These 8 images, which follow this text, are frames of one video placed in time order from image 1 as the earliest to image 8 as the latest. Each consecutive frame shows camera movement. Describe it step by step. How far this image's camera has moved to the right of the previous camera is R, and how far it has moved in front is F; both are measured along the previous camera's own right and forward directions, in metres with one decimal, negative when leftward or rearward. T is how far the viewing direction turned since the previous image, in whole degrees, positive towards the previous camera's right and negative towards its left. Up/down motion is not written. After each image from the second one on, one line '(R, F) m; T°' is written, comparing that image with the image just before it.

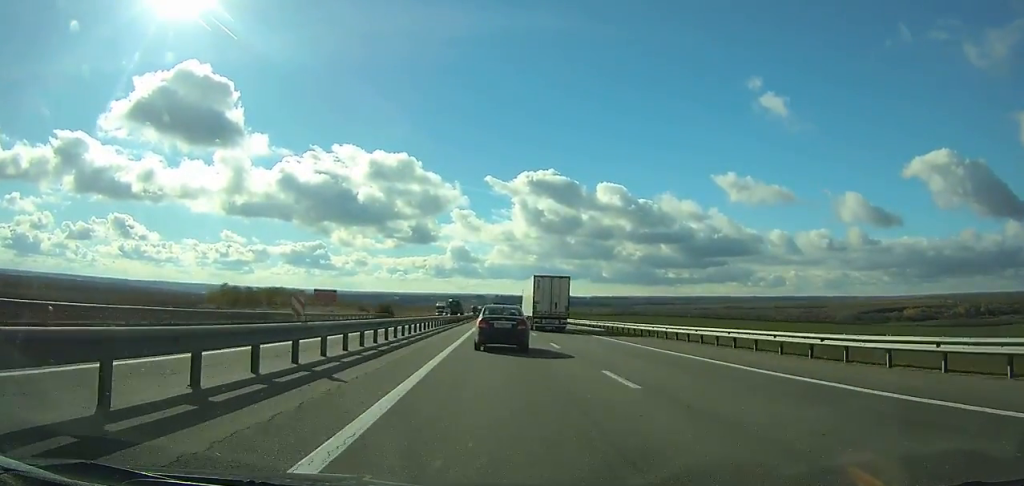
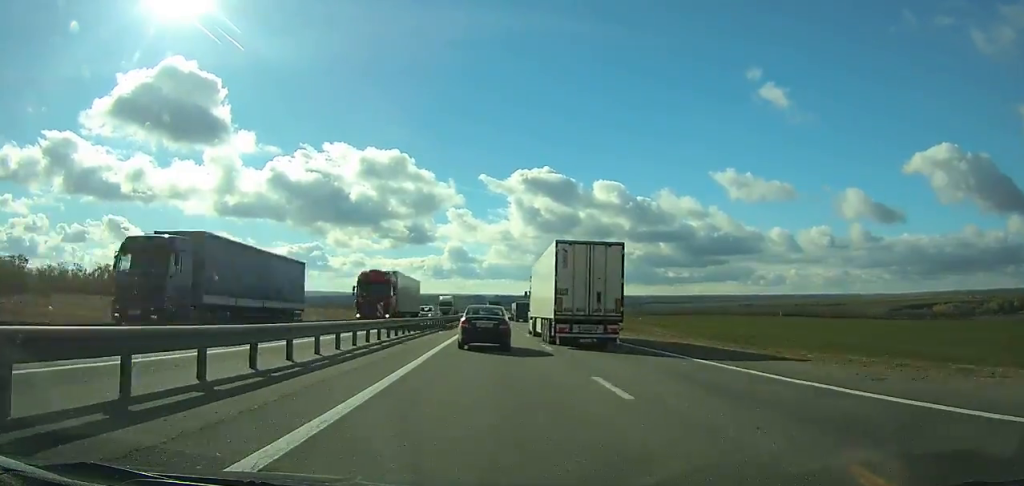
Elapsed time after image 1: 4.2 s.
(0.0, +108.9) m; 0°
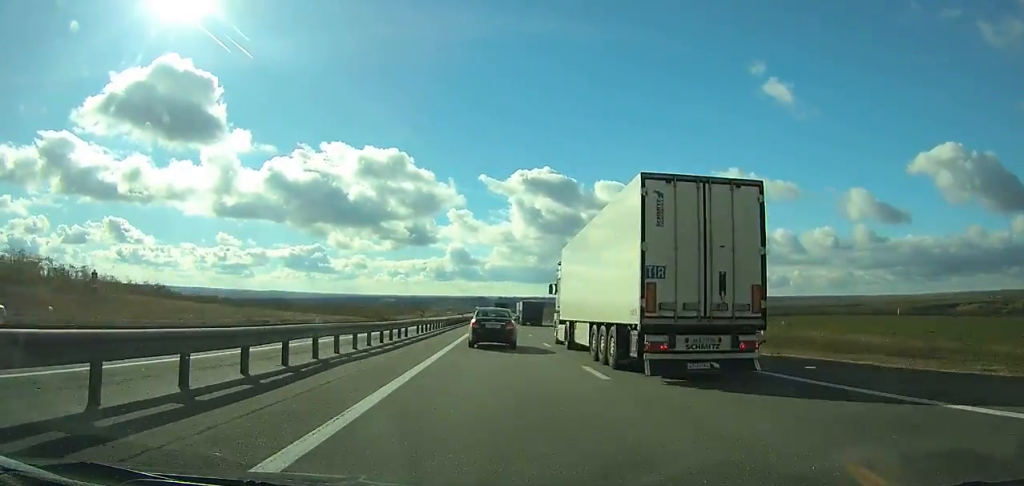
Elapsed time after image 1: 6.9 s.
(-0.3, +69.4) m; 0°
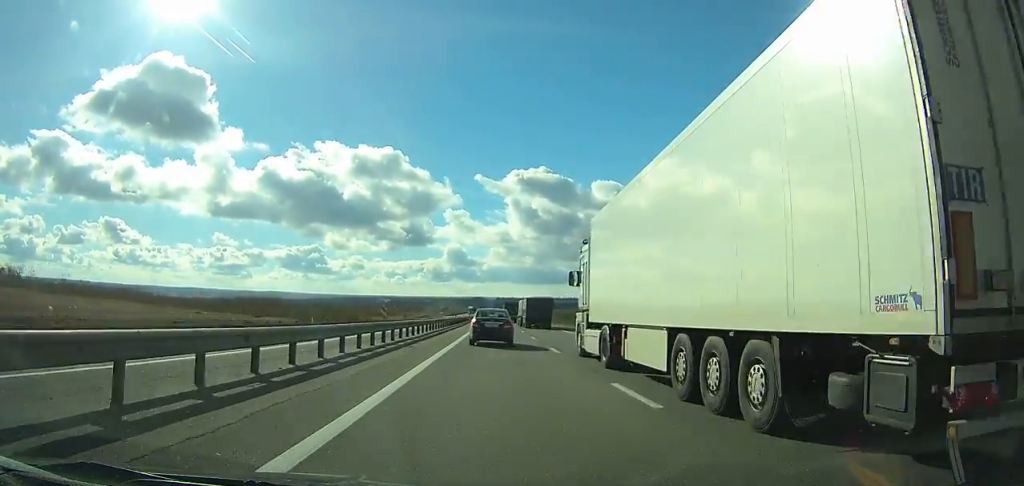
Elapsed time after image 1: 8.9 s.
(-0.1, +51.1) m; 0°
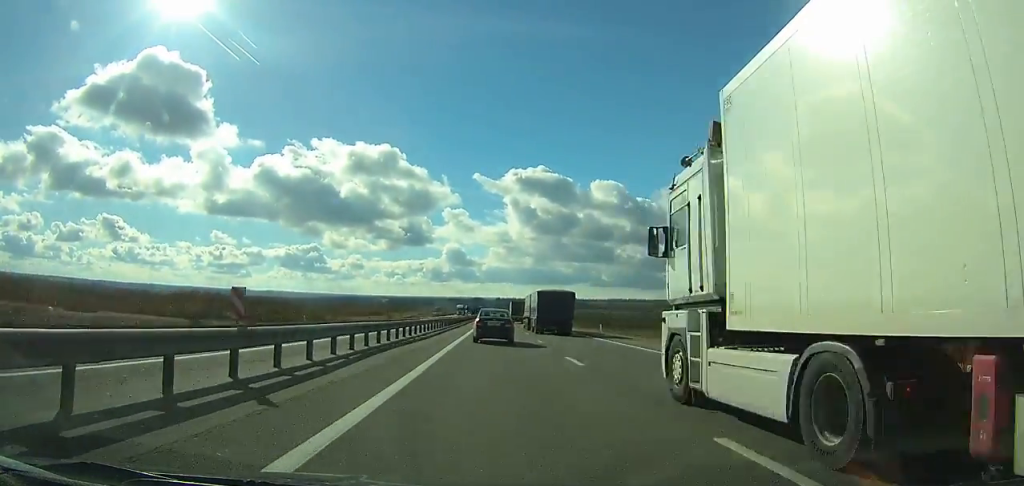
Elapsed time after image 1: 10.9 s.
(0.0, +50.9) m; 0°
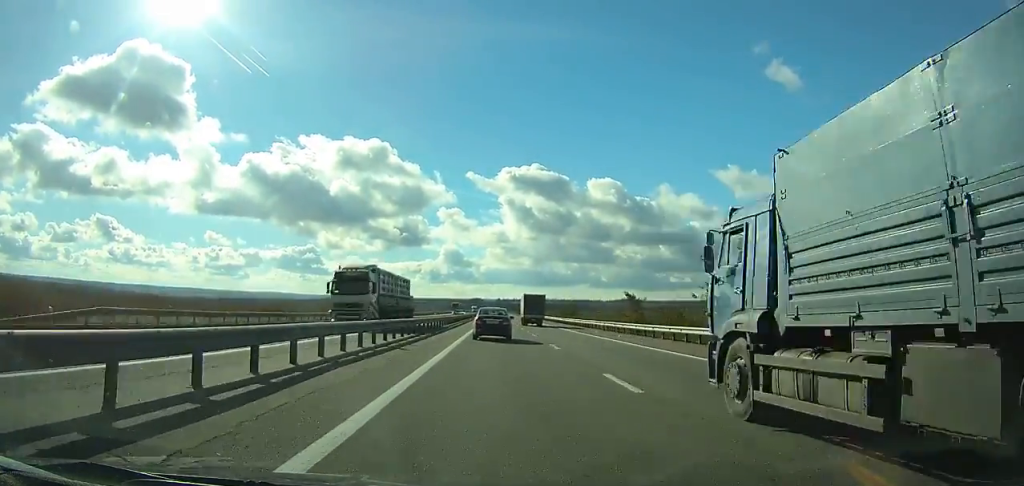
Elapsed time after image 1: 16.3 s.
(+0.1, +135.7) m; 0°
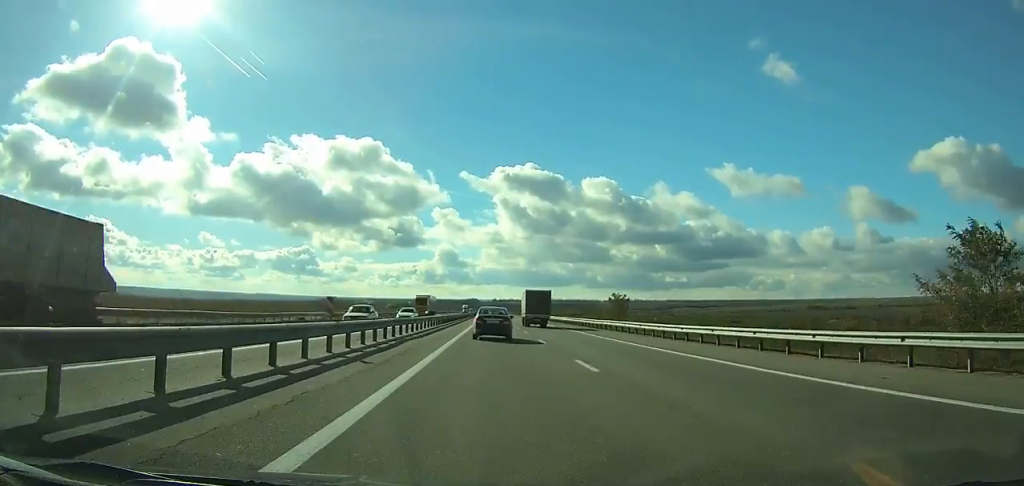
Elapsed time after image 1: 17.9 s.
(0.0, +41.5) m; 0°
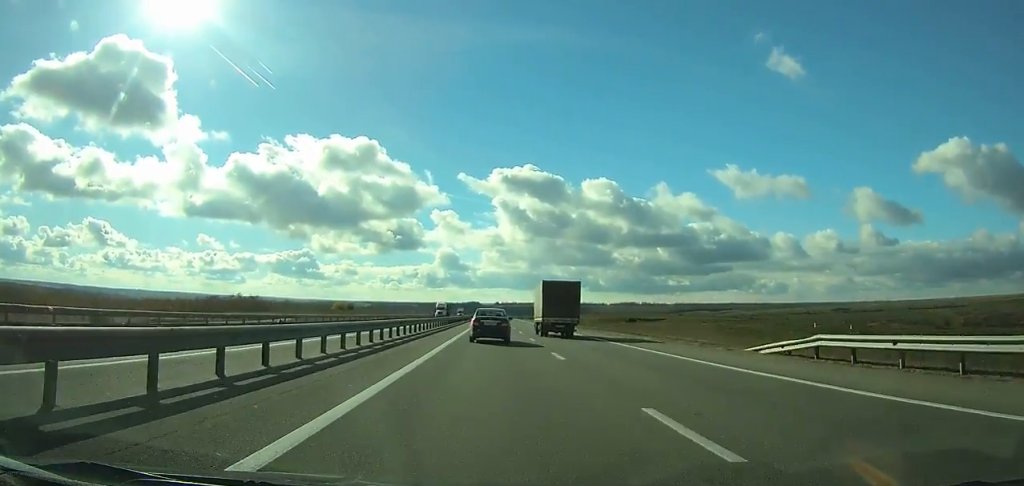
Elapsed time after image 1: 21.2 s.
(-0.1, +90.9) m; 0°
